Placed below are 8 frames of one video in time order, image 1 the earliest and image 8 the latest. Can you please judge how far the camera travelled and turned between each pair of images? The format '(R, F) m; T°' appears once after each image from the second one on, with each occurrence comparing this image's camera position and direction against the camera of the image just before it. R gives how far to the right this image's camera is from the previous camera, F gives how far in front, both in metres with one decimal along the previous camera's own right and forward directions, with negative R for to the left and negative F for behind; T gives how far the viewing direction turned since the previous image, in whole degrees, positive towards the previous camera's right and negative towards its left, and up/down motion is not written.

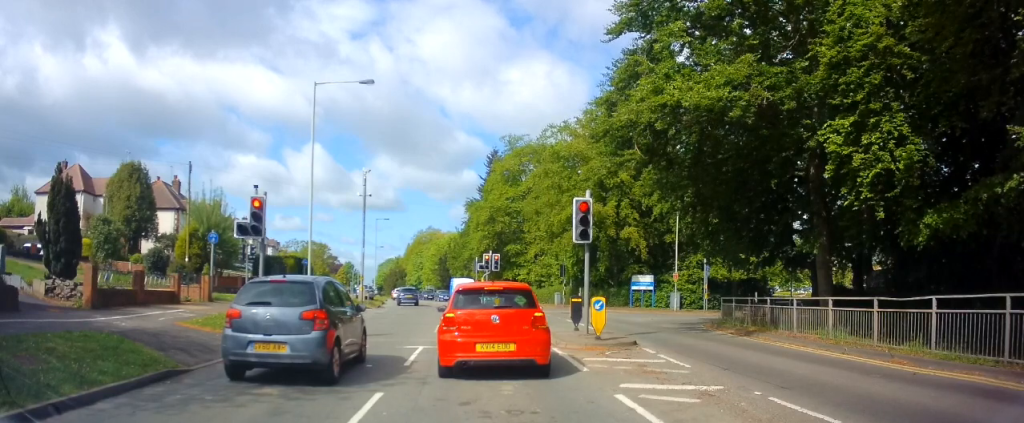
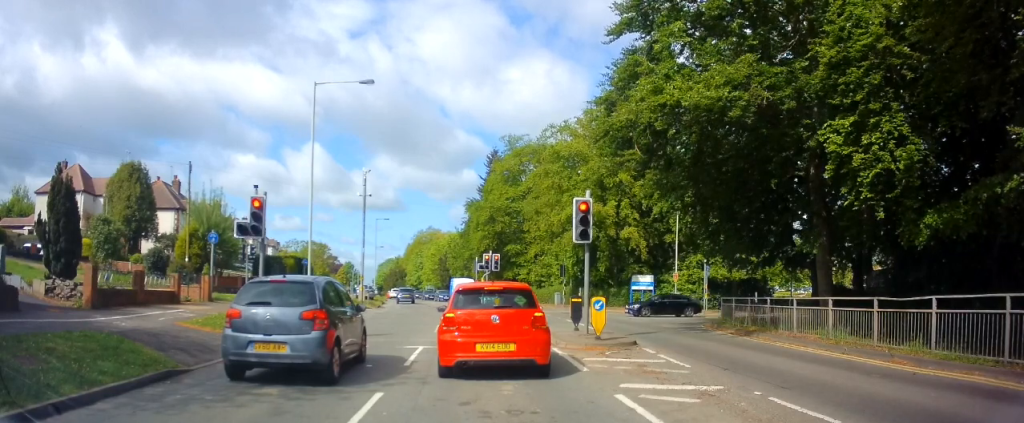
(0.0, 0.0) m; 0°
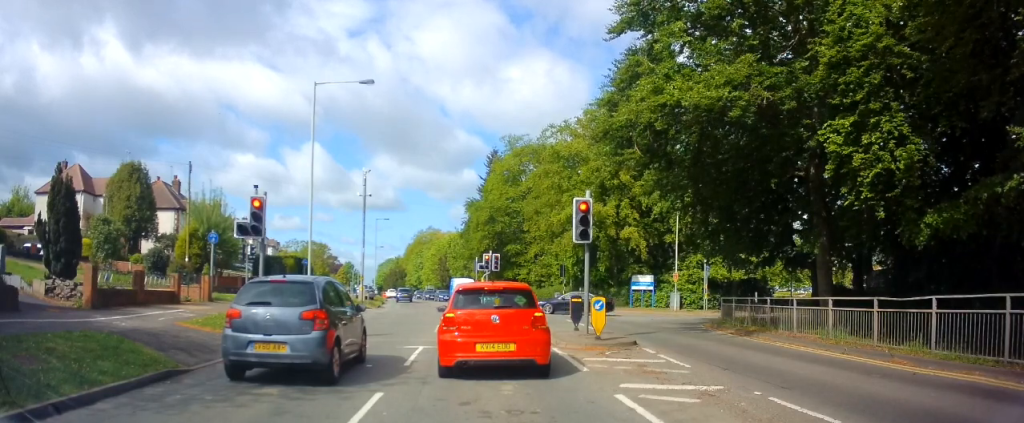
(0.0, 0.0) m; 0°
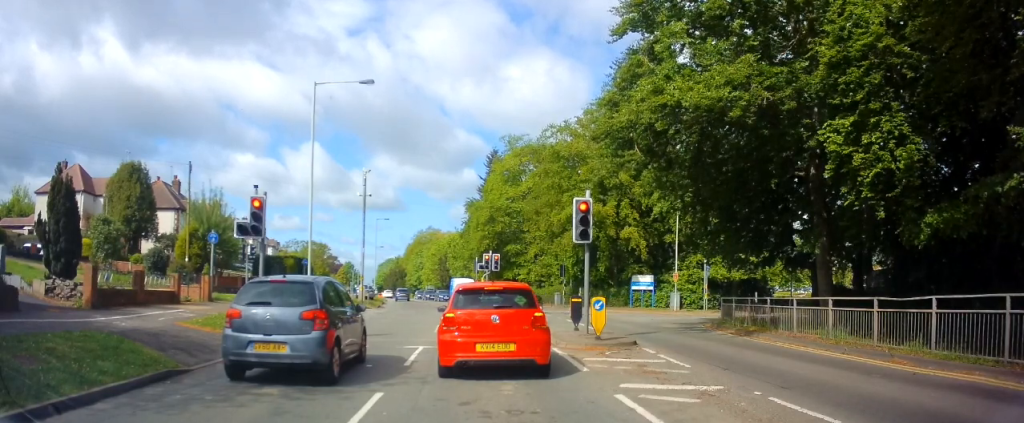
(0.0, 0.0) m; 0°
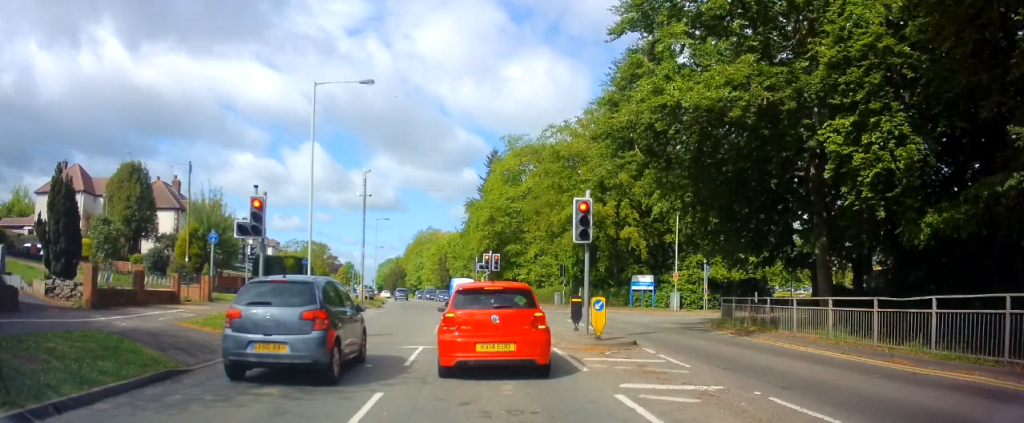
(0.0, 0.0) m; 0°
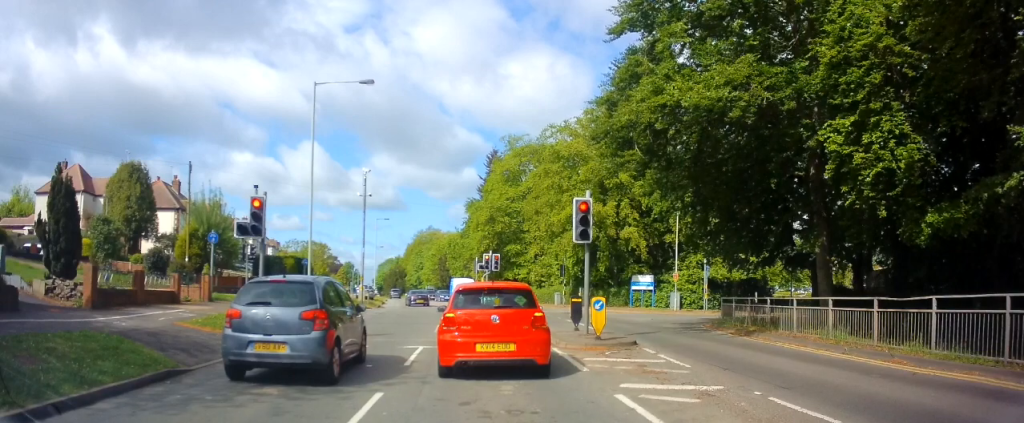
(0.0, 0.0) m; 0°
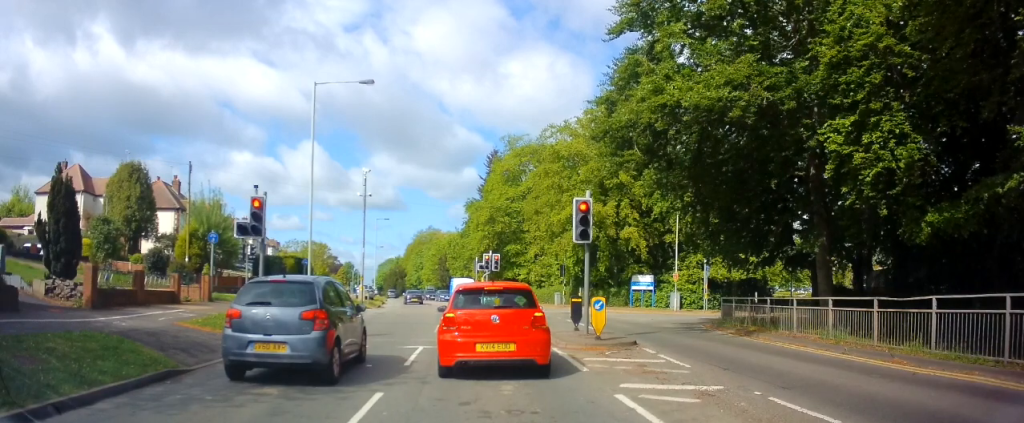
(0.0, 0.0) m; 0°
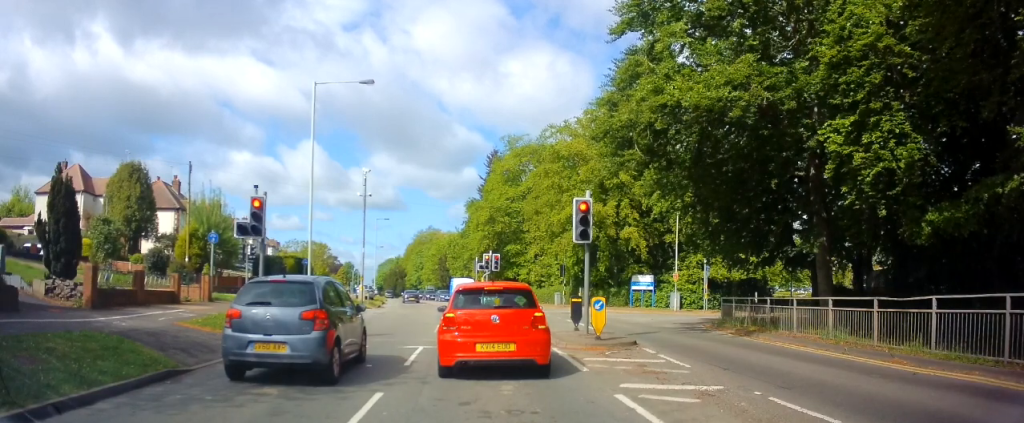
(0.0, 0.0) m; 0°
